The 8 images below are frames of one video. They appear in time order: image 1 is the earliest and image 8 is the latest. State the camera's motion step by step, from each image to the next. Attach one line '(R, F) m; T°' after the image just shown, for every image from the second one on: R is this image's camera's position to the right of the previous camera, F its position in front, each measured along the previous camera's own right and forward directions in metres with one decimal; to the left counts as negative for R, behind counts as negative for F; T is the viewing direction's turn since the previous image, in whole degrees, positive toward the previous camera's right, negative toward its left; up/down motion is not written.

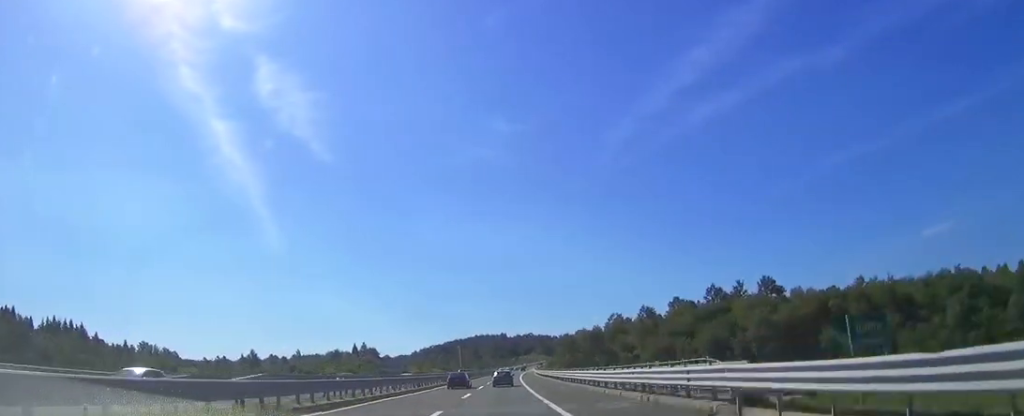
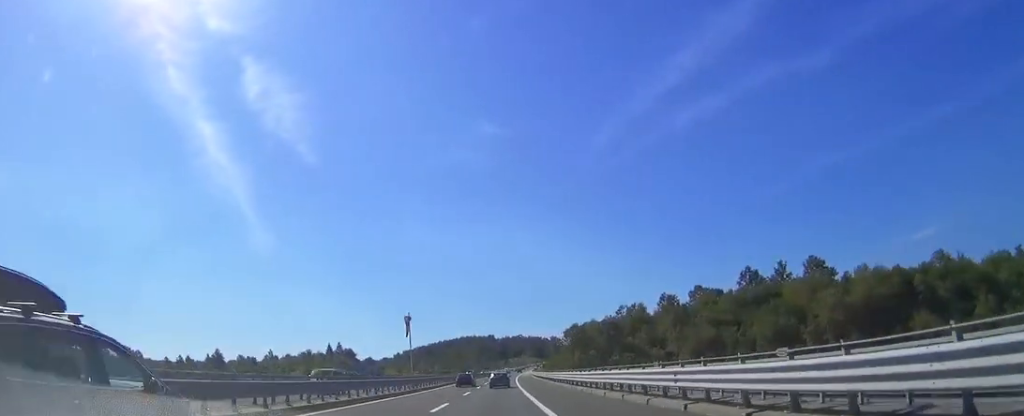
(+0.3, +46.7) m; +1°
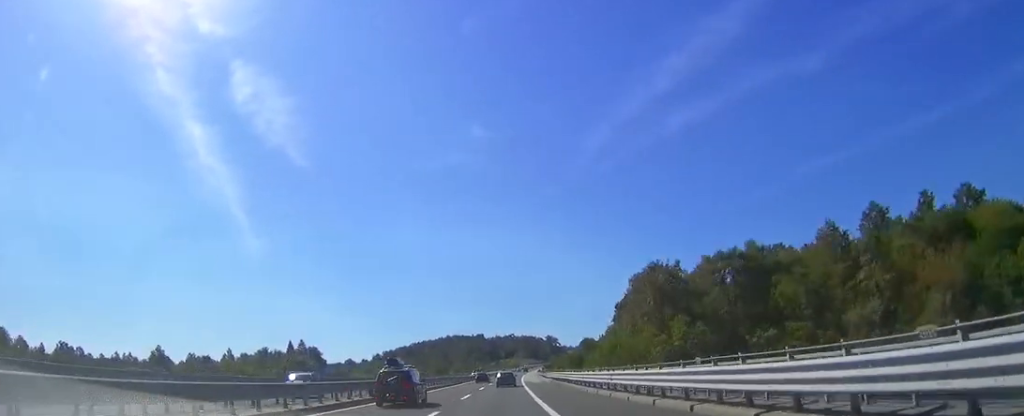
(+1.2, +77.5) m; +2°
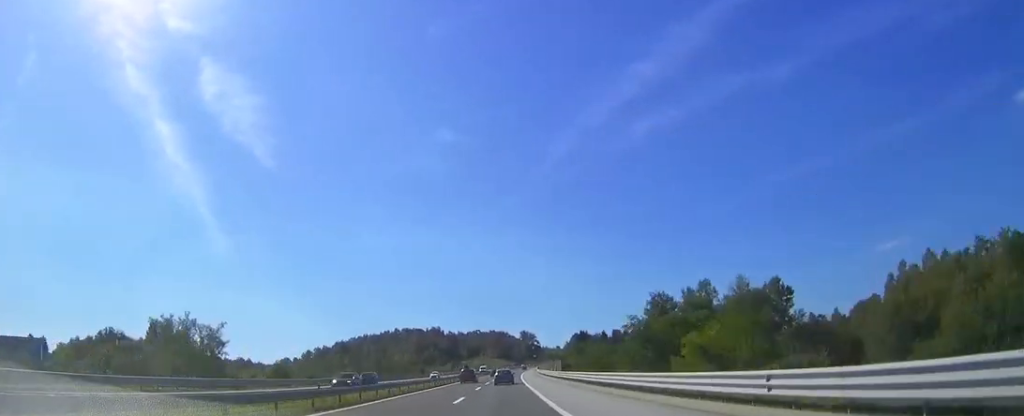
(+3.7, +150.7) m; +3°
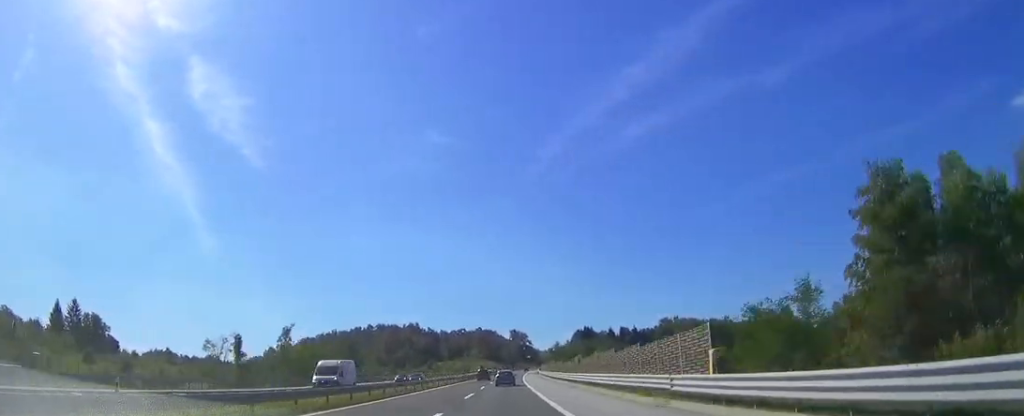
(+0.7, +65.5) m; +1°
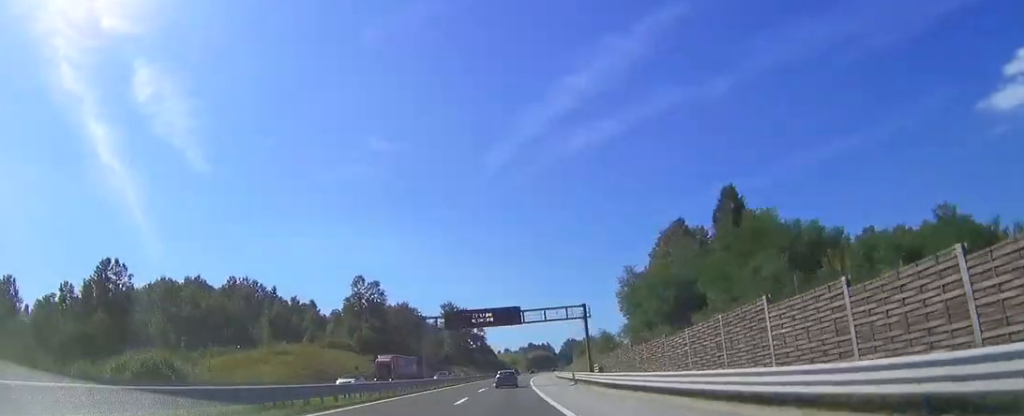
(+9.9, +237.5) m; +6°
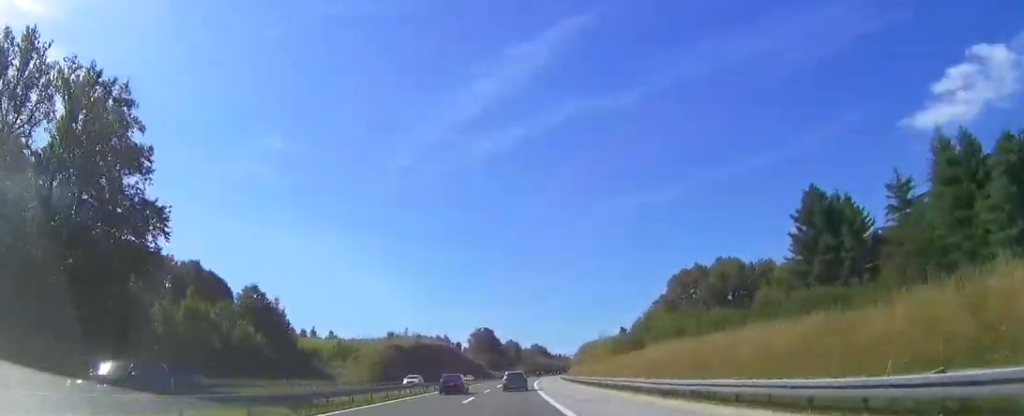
(+15.9, +212.7) m; +9°
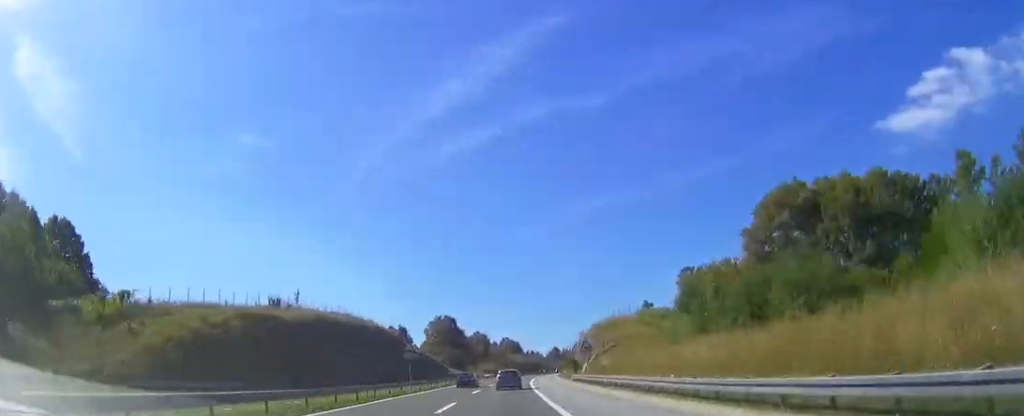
(+1.5, +61.0) m; +3°
